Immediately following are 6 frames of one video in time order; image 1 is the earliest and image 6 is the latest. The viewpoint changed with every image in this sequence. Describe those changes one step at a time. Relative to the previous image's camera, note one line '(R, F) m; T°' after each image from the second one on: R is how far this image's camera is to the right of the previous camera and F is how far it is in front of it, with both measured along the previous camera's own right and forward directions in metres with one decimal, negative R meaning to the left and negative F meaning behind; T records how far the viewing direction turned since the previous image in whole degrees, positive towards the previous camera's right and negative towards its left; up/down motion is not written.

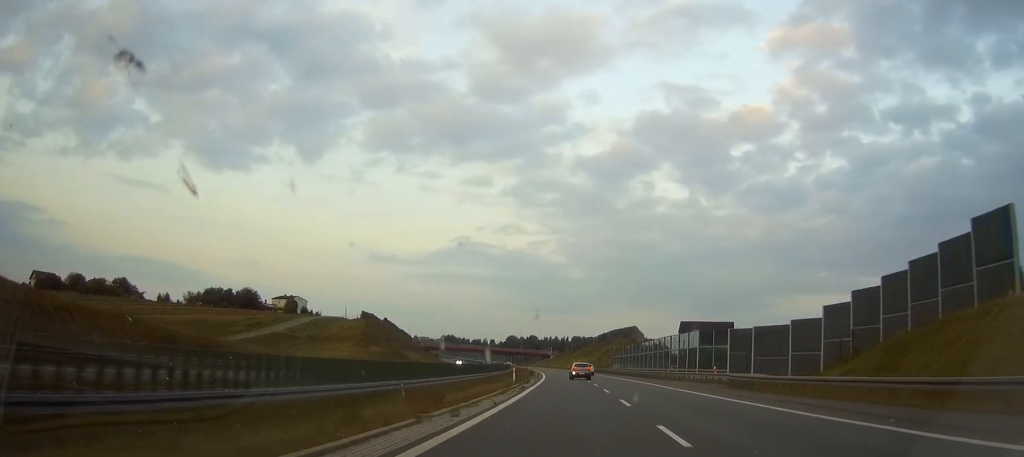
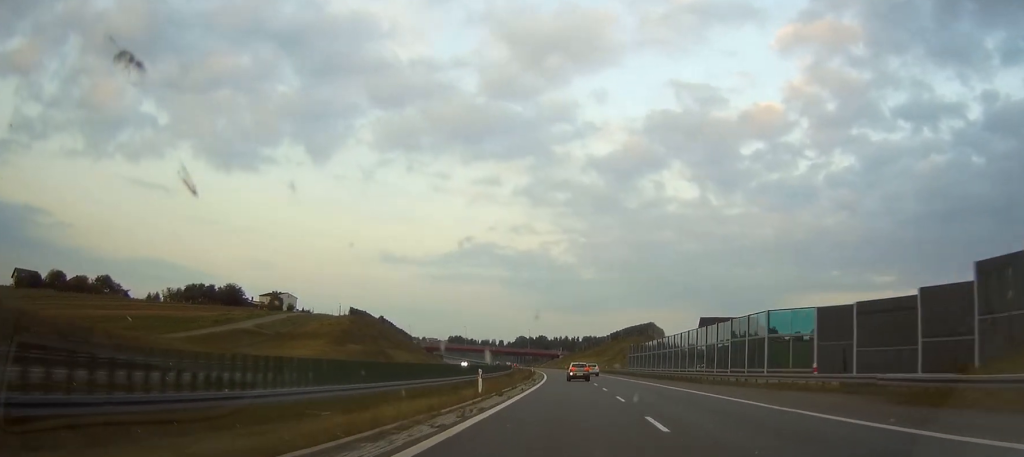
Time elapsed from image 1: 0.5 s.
(-0.1, +21.6) m; -1°
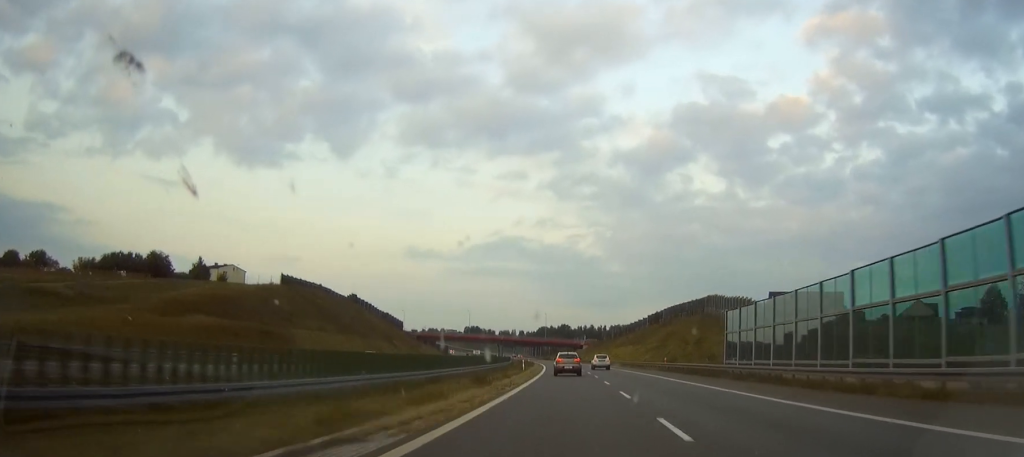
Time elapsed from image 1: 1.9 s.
(-1.0, +63.5) m; -2°
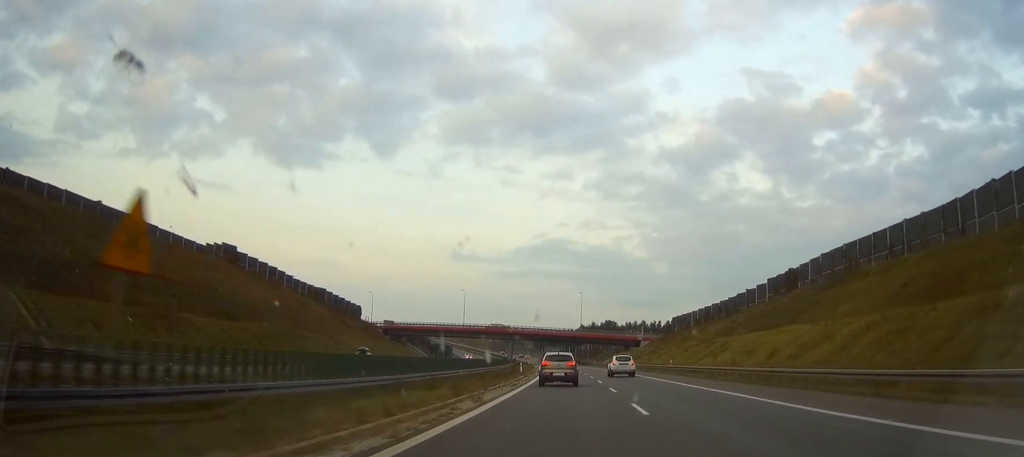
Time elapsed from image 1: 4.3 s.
(-3.2, +104.0) m; -4°
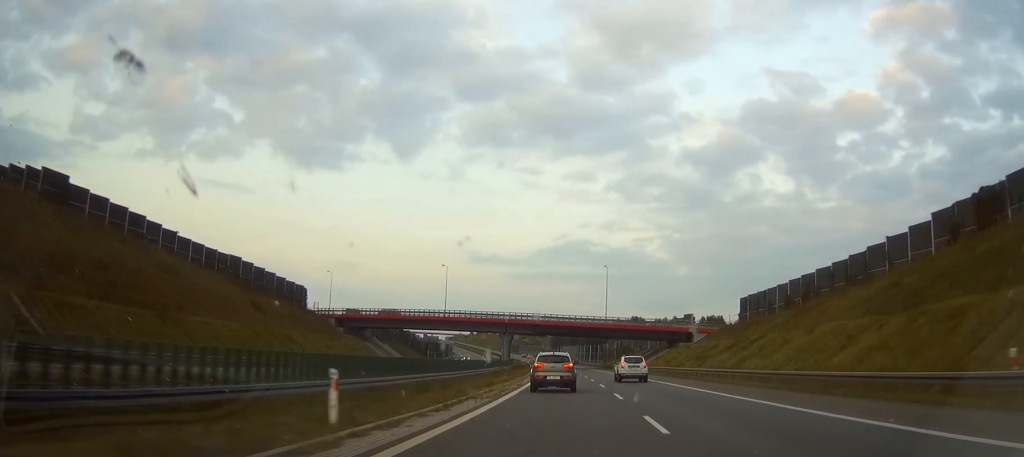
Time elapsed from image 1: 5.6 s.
(-1.3, +52.5) m; -2°
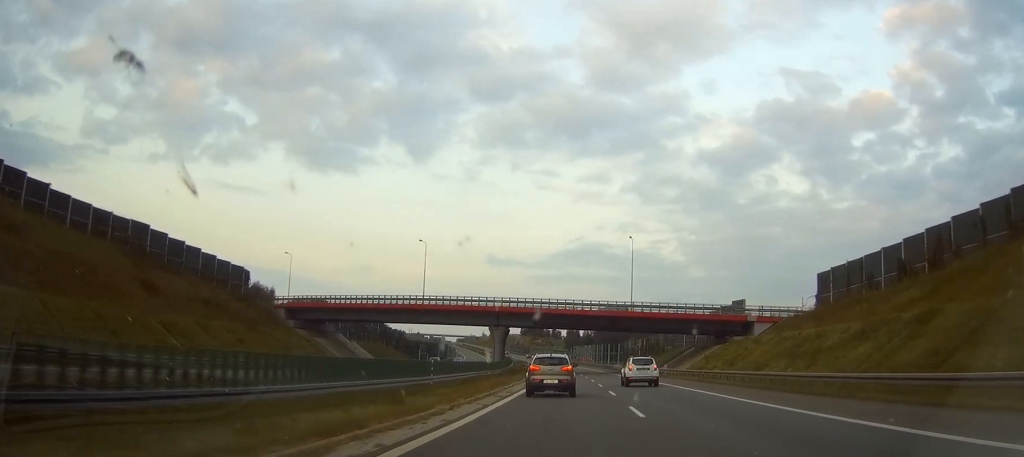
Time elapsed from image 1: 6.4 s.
(0.0, +31.7) m; -1°
